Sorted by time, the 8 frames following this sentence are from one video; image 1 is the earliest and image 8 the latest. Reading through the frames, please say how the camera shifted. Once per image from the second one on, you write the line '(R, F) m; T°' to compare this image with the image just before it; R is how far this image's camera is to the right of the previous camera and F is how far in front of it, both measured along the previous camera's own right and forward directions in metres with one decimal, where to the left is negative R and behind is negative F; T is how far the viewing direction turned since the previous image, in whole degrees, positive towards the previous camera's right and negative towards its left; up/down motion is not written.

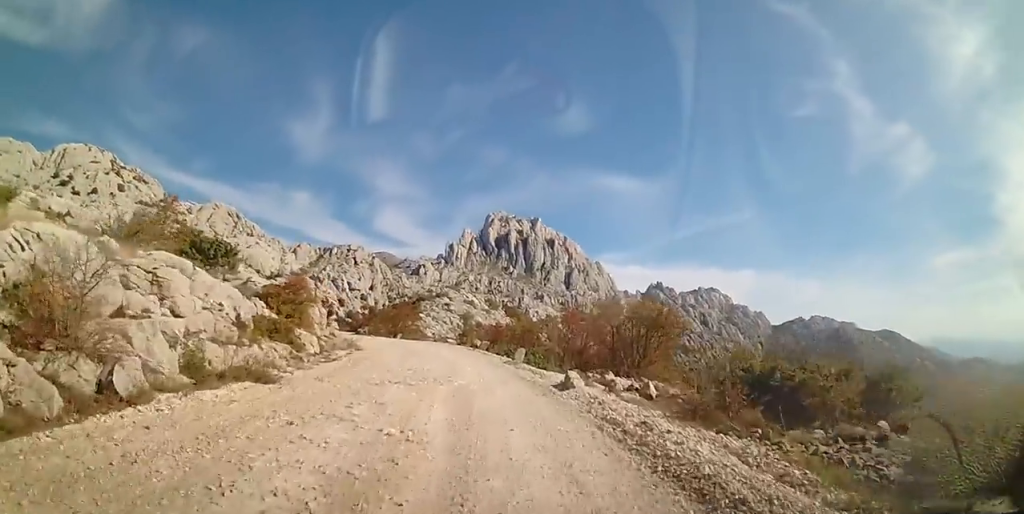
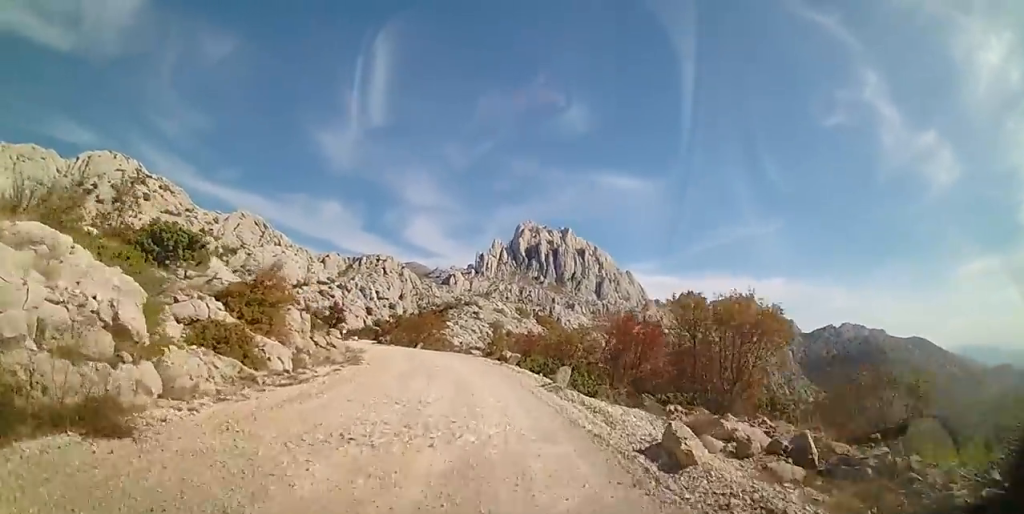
(-0.2, +5.2) m; -3°
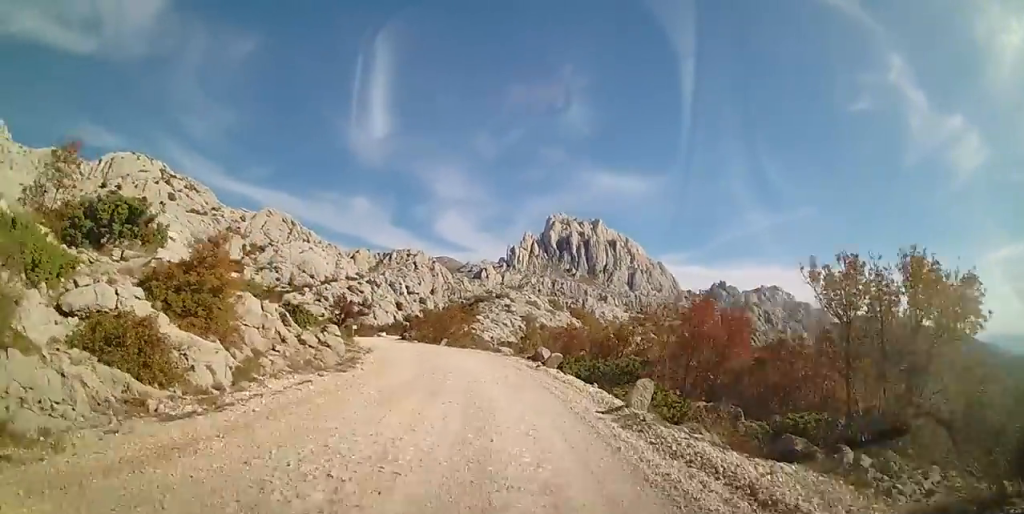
(-0.1, +5.1) m; -2°
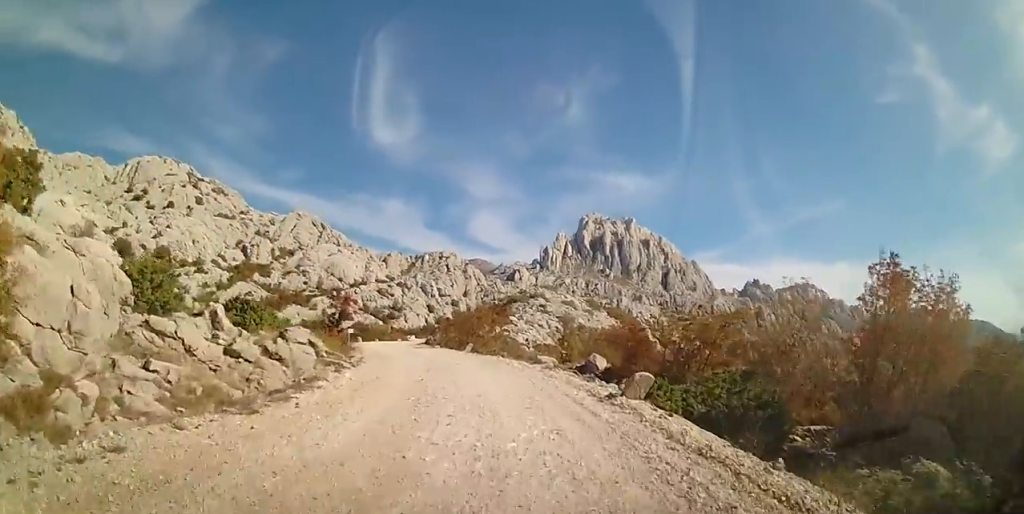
(-0.2, +7.2) m; -4°
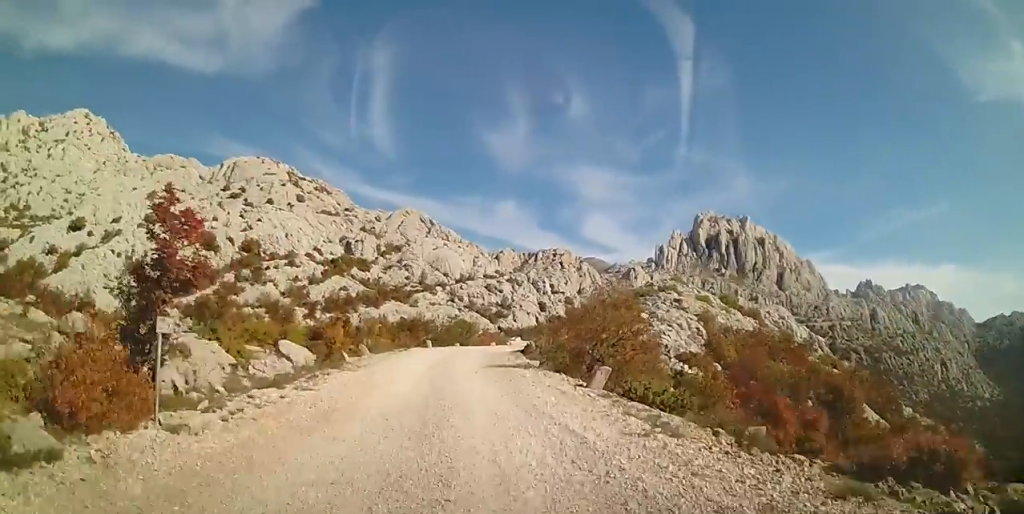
(-1.9, +19.5) m; -10°
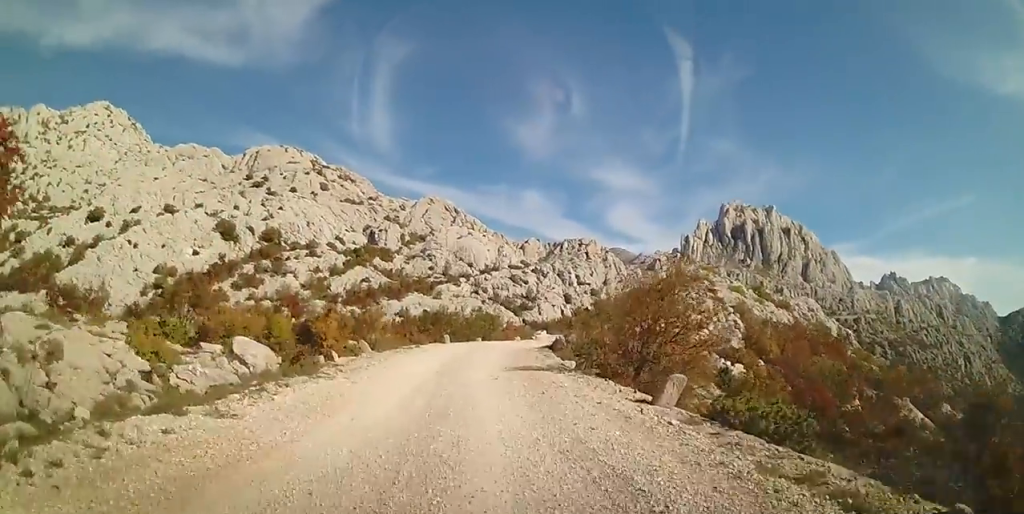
(-0.1, +4.3) m; -4°
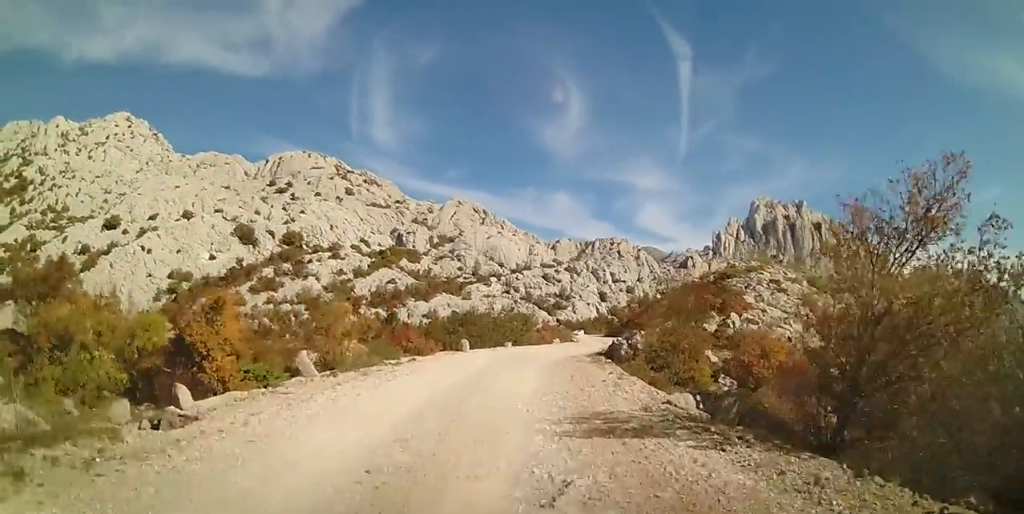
(-0.7, +9.9) m; -7°
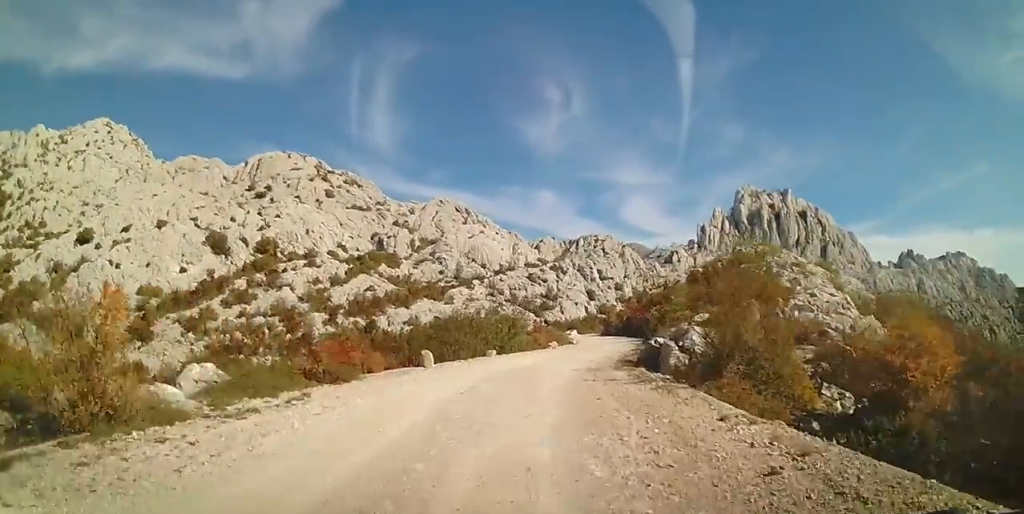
(-0.2, +9.5) m; +3°
